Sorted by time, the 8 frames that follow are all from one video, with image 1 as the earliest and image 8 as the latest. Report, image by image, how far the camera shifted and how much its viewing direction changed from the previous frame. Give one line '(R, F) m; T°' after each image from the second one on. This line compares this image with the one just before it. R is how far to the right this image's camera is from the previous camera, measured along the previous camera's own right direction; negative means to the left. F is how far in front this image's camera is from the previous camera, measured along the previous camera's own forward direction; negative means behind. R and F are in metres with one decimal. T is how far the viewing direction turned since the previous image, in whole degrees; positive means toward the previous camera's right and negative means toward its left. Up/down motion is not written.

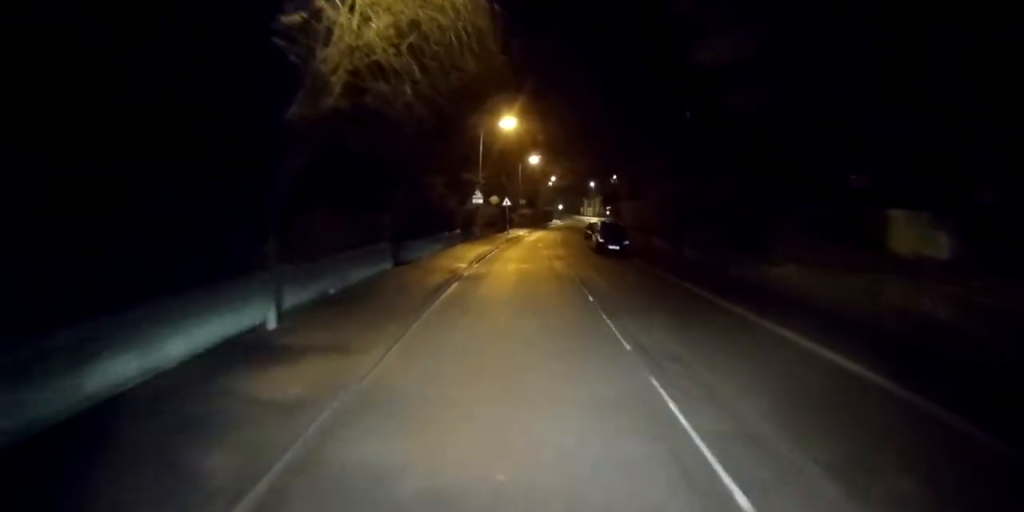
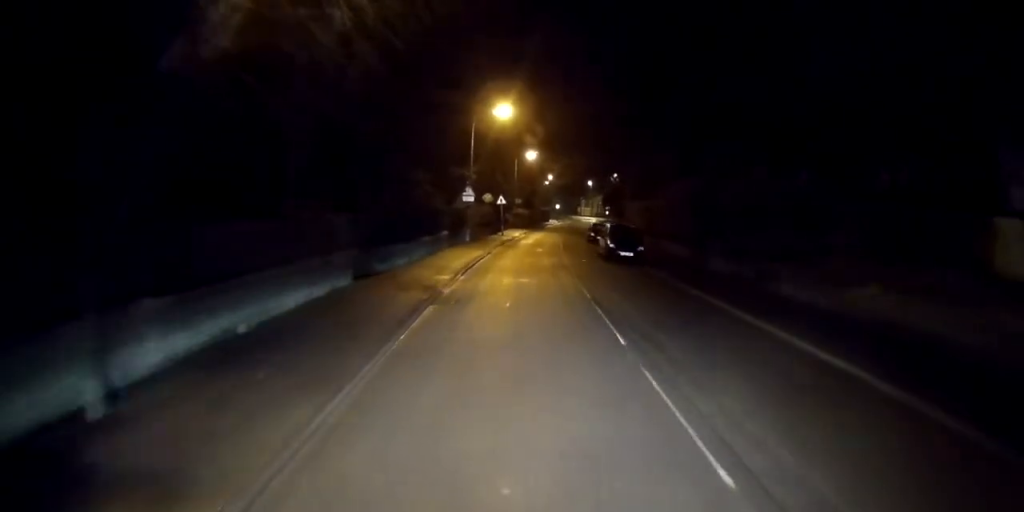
(0.0, +5.6) m; 0°
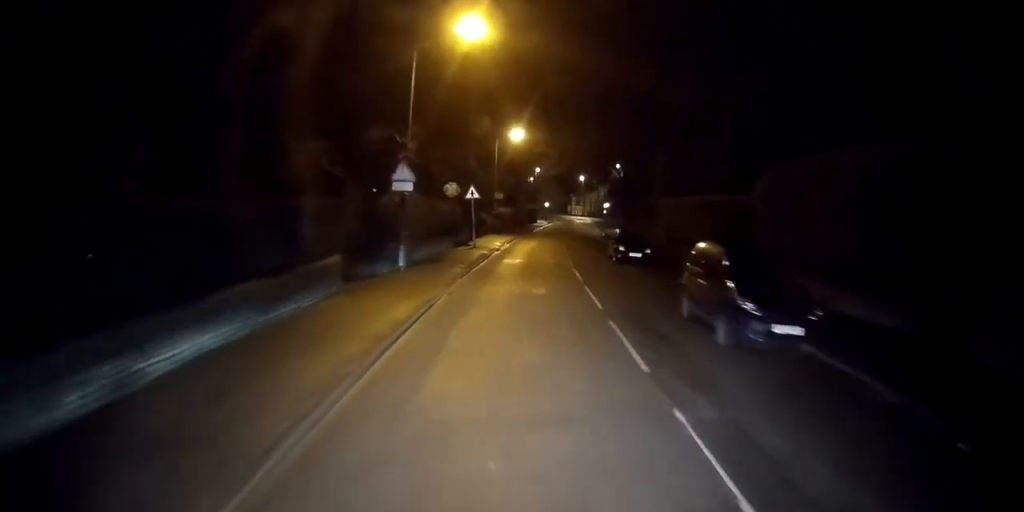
(+0.3, +20.1) m; +2°
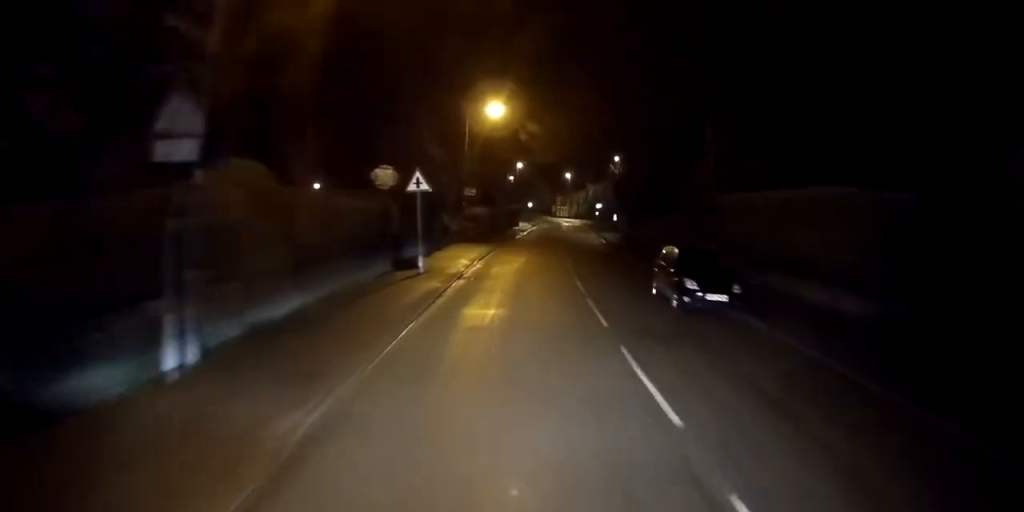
(+0.2, +14.6) m; +2°
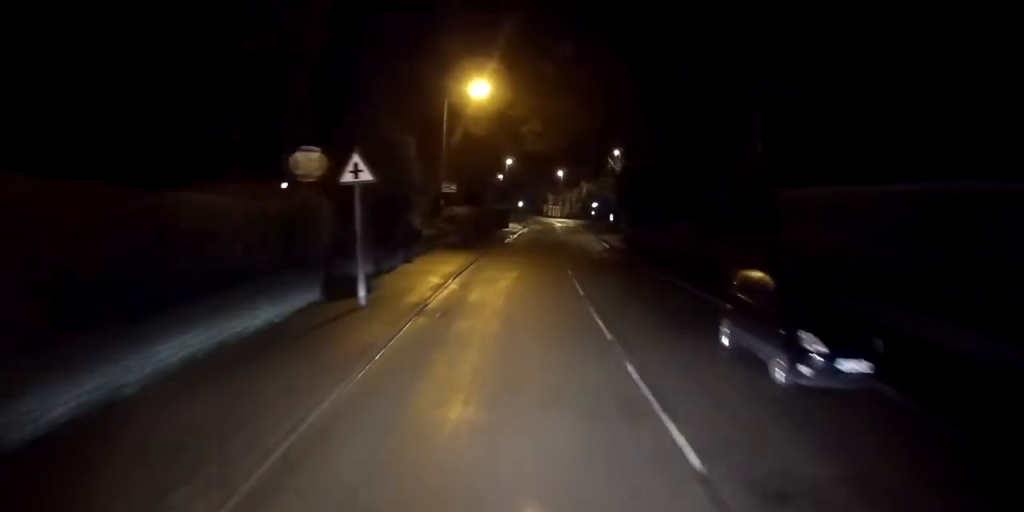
(0.0, +7.2) m; +1°
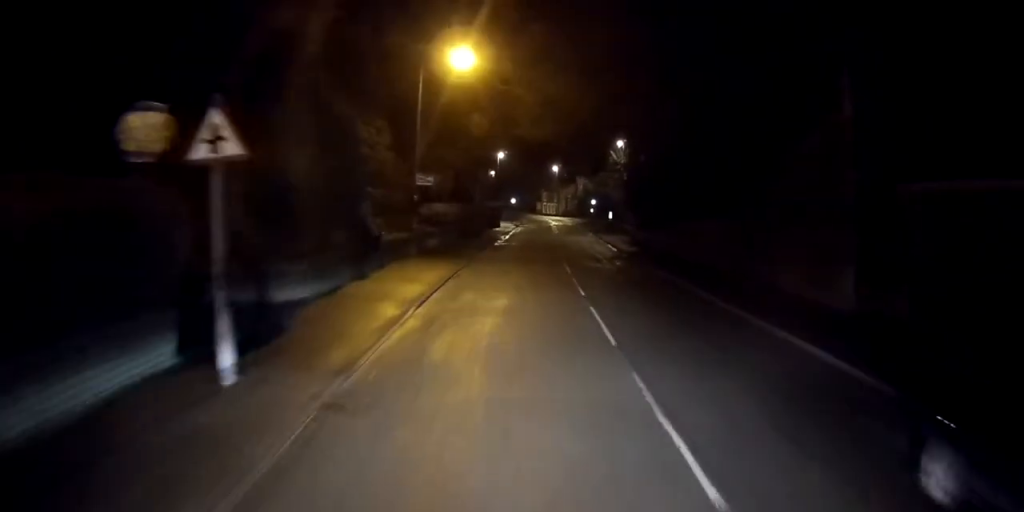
(+0.1, +6.7) m; +2°
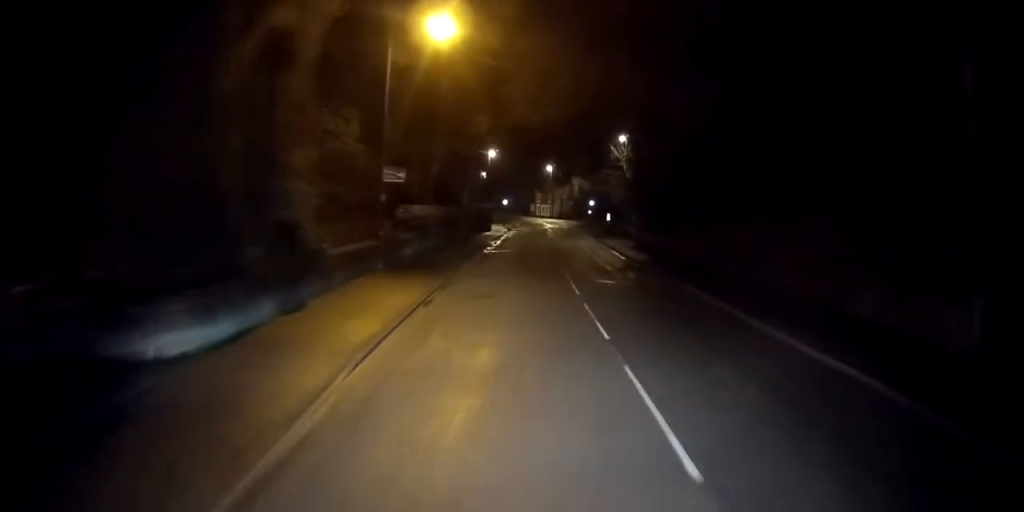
(0.0, +5.4) m; +1°
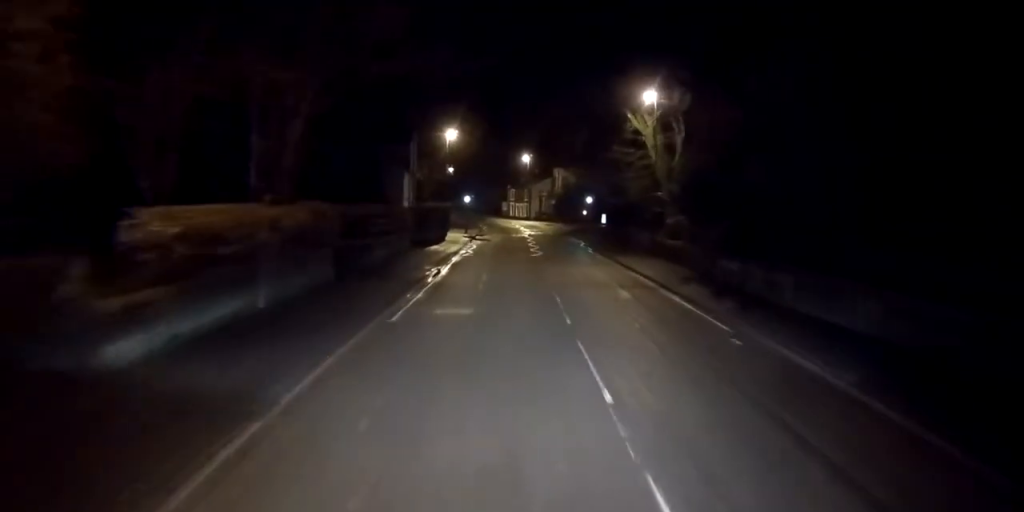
(+0.2, +20.3) m; 0°
